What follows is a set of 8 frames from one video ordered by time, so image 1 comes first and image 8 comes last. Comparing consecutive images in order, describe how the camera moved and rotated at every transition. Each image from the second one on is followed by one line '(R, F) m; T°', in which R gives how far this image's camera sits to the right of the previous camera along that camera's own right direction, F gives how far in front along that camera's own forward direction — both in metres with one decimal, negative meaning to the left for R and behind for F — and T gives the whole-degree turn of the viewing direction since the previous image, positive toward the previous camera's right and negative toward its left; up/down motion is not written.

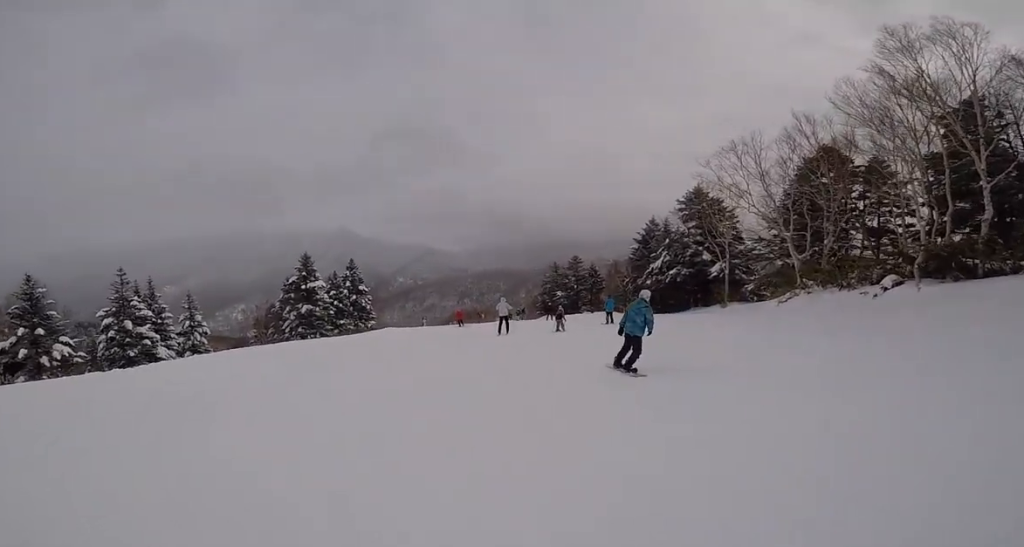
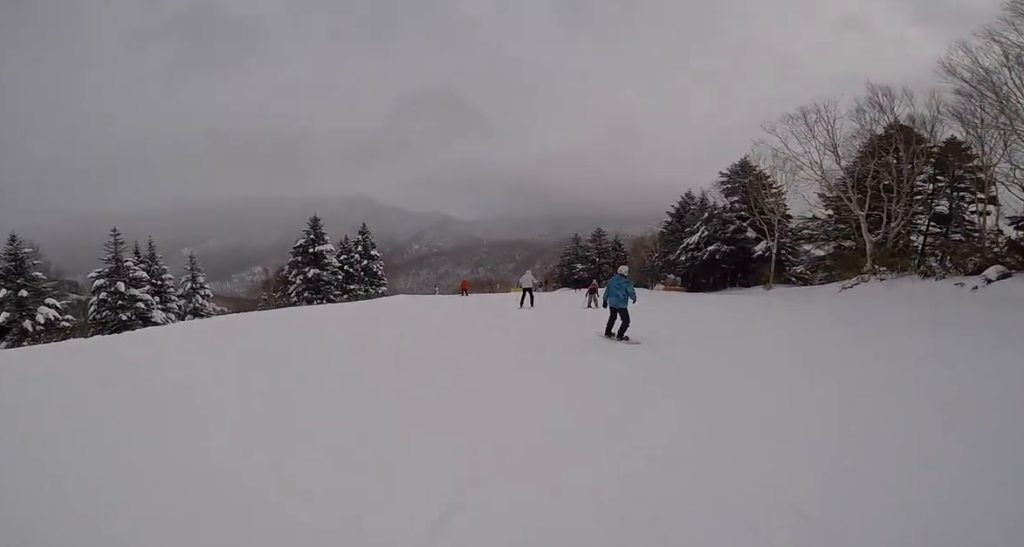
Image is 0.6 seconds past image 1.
(-1.1, +2.4) m; -1°
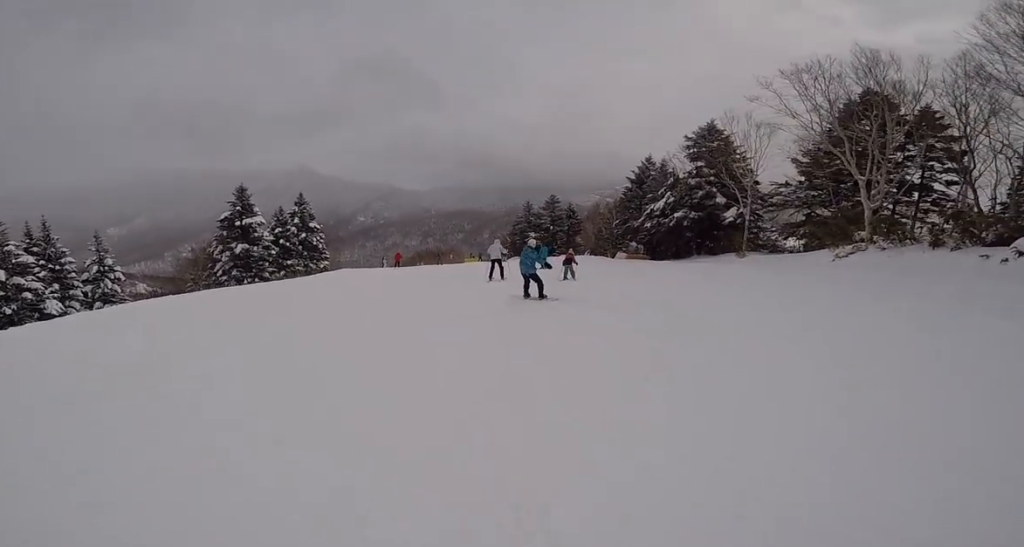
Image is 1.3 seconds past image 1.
(+0.1, +3.0) m; +6°
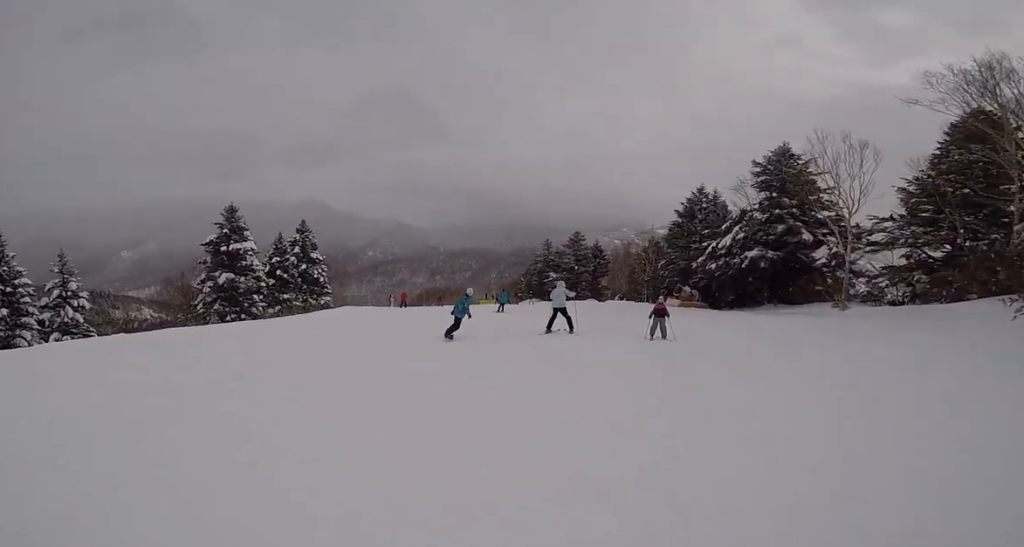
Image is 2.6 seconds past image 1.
(+0.9, +5.7) m; 0°
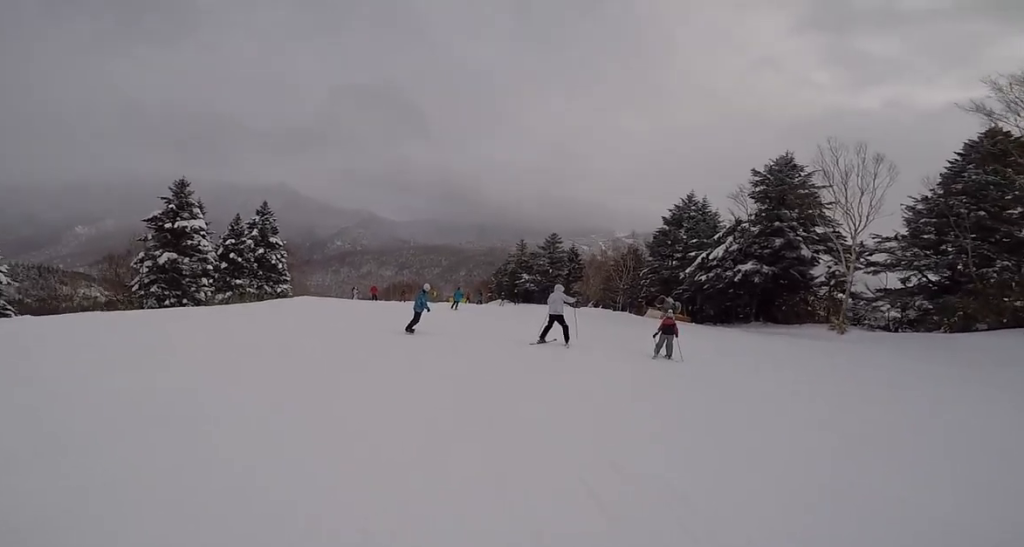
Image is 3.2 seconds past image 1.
(-0.1, +2.4) m; -2°
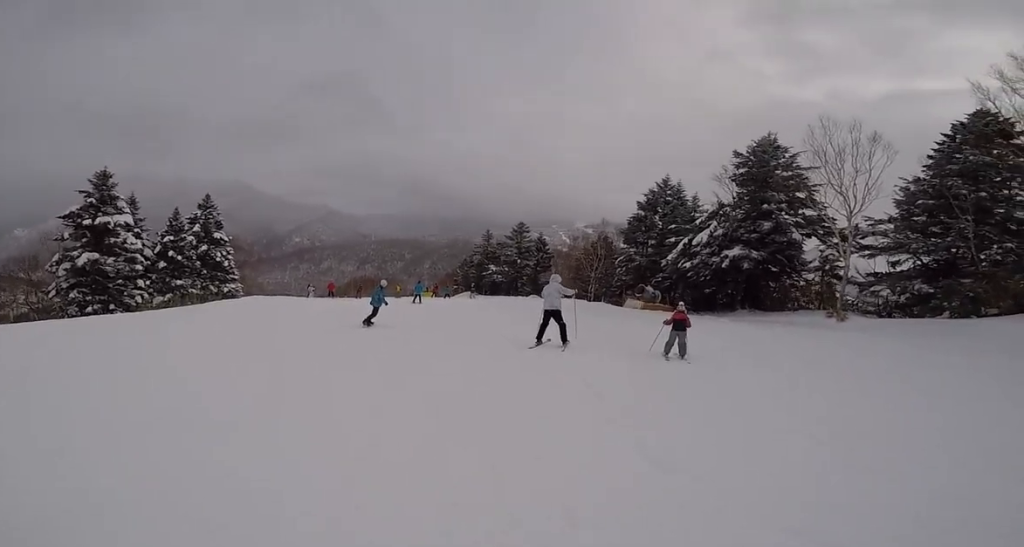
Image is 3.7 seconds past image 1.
(-0.4, +2.2) m; +4°
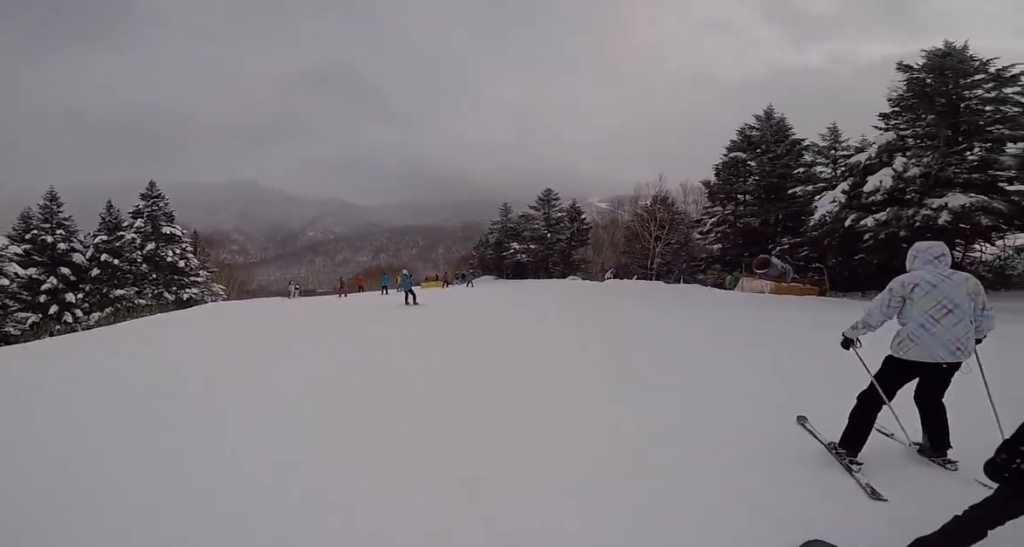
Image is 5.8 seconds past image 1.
(+1.2, +9.4) m; +10°
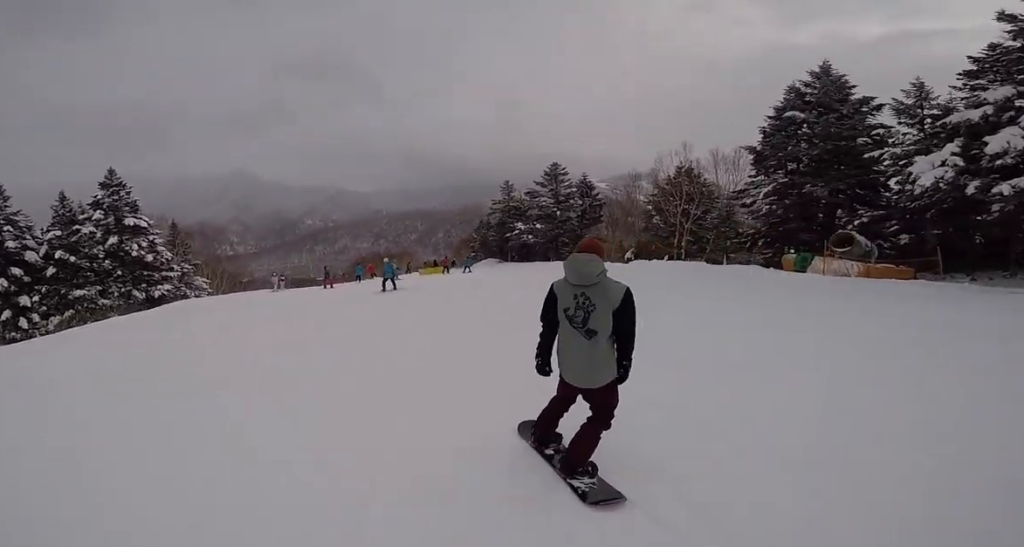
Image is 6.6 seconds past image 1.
(+0.3, +3.5) m; 0°
